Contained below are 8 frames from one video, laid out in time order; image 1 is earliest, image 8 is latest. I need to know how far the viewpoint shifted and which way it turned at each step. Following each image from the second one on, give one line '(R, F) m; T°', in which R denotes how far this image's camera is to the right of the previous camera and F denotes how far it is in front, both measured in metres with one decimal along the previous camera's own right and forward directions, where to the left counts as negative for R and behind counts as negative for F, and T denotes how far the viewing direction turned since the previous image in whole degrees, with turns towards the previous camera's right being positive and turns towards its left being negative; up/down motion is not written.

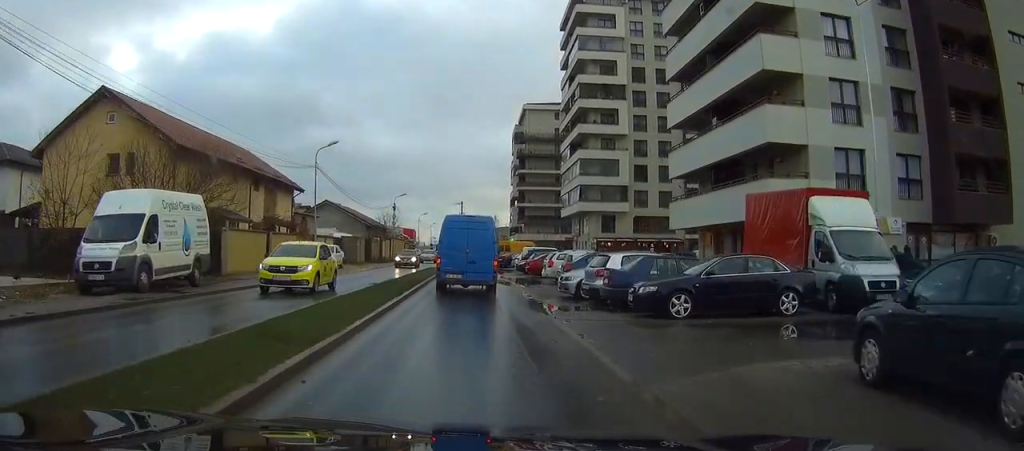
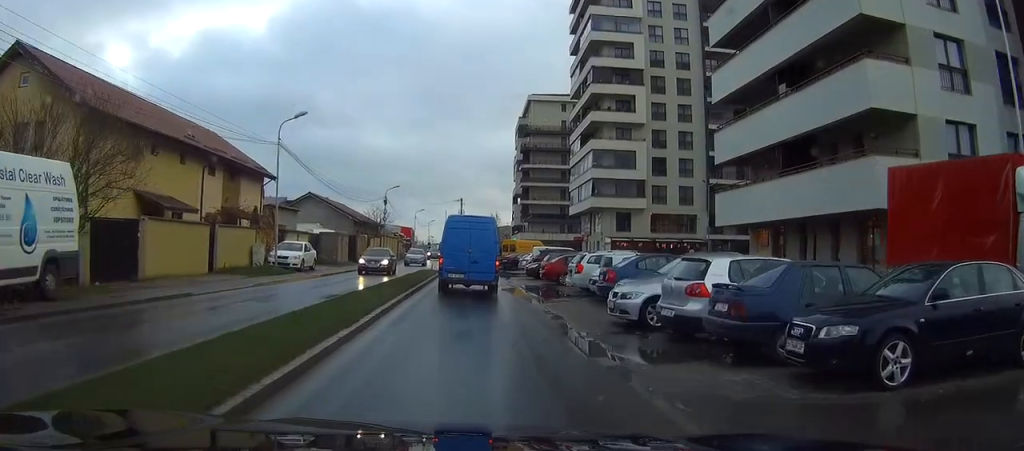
(+0.1, +8.1) m; 0°
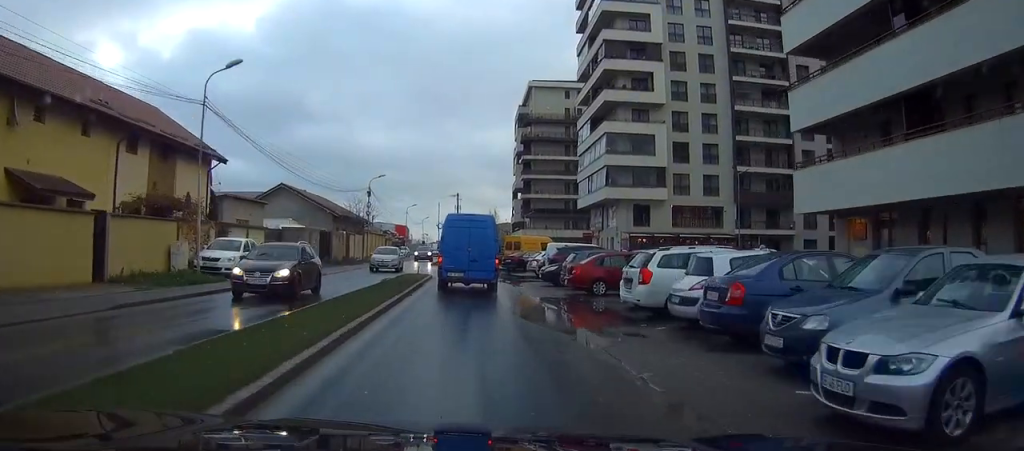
(0.0, +9.3) m; 0°
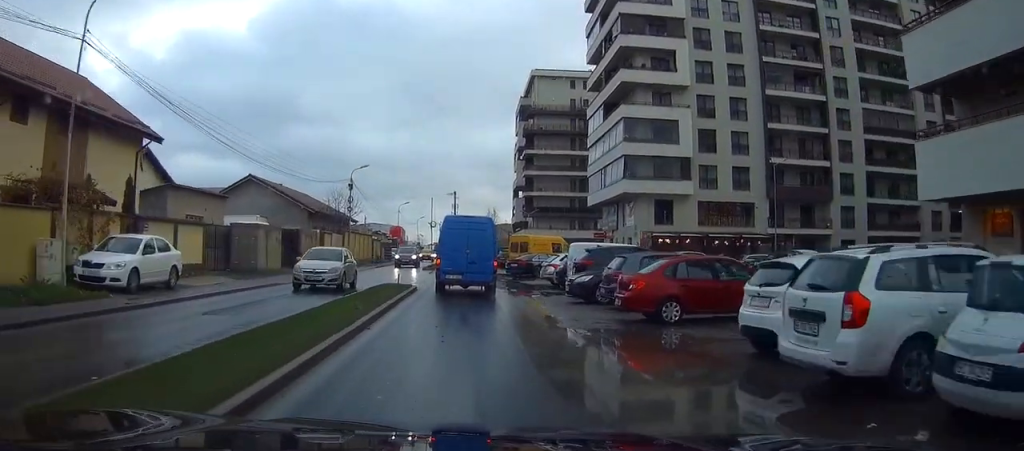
(0.0, +8.5) m; 0°
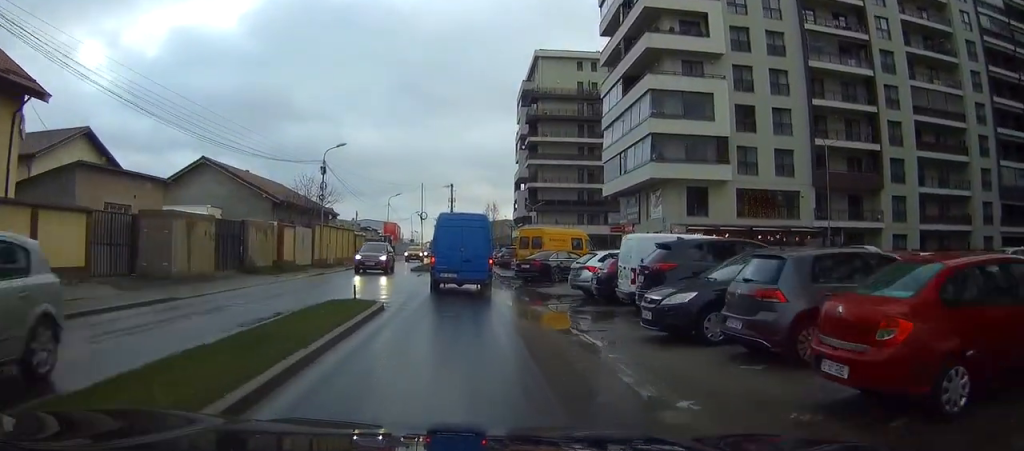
(0.0, +9.4) m; 0°
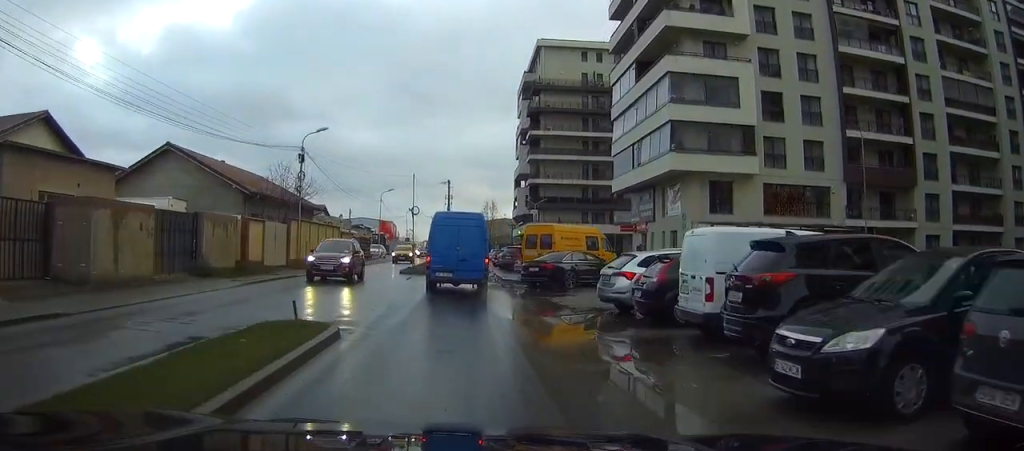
(0.0, +5.3) m; 0°
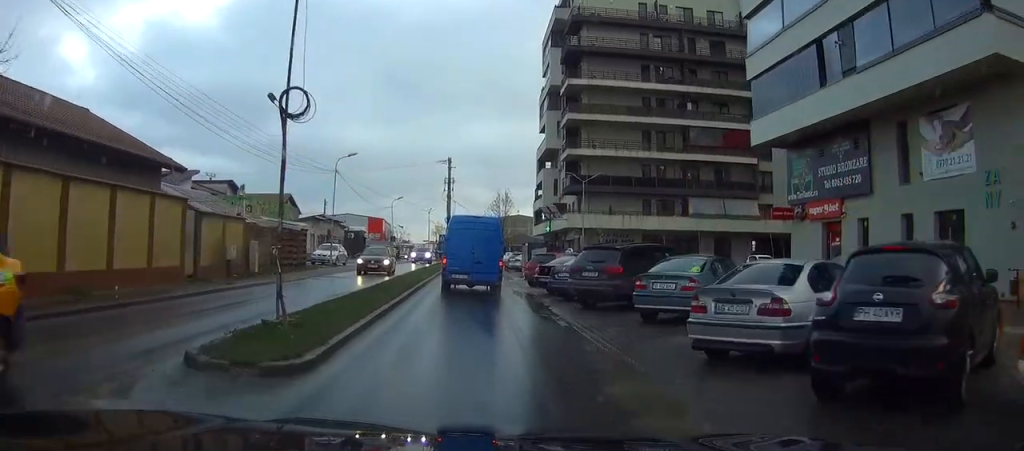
(-0.2, +29.6) m; -1°
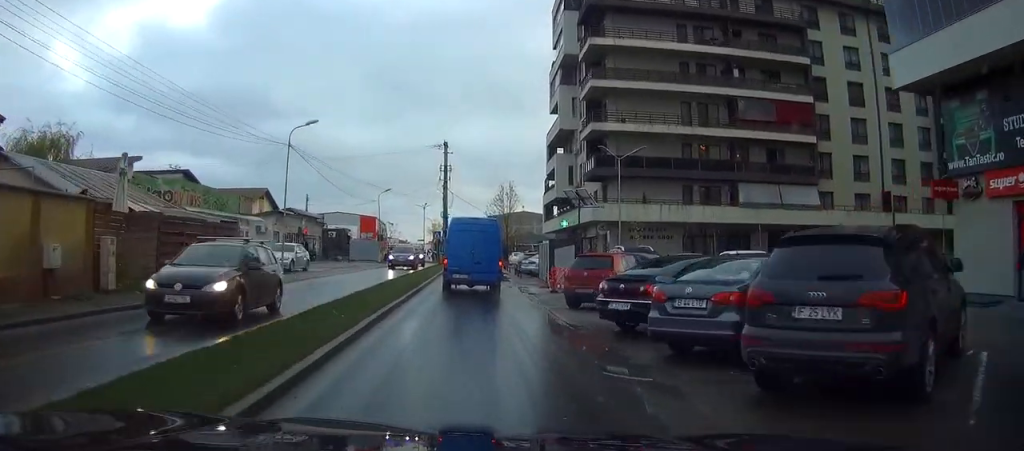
(0.0, +12.2) m; 0°
